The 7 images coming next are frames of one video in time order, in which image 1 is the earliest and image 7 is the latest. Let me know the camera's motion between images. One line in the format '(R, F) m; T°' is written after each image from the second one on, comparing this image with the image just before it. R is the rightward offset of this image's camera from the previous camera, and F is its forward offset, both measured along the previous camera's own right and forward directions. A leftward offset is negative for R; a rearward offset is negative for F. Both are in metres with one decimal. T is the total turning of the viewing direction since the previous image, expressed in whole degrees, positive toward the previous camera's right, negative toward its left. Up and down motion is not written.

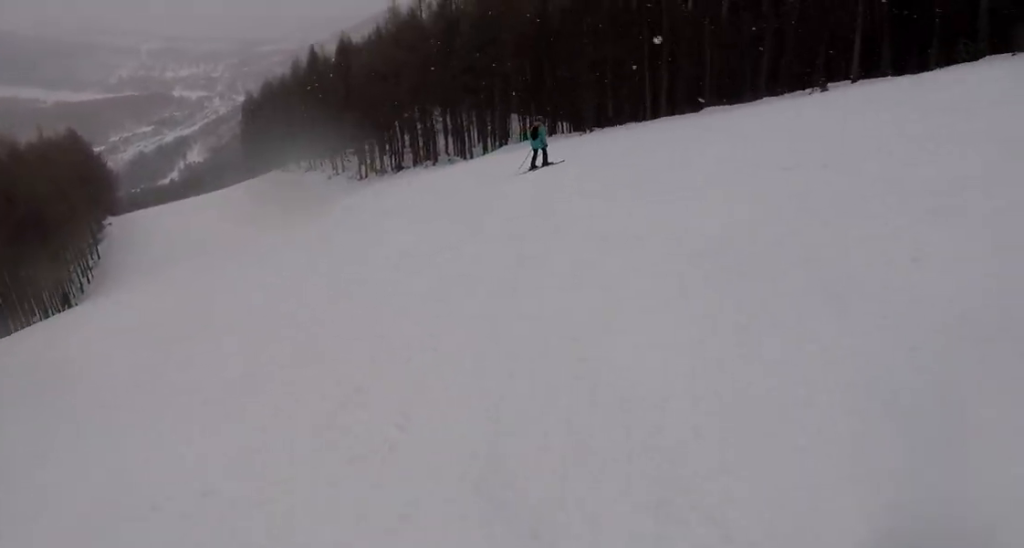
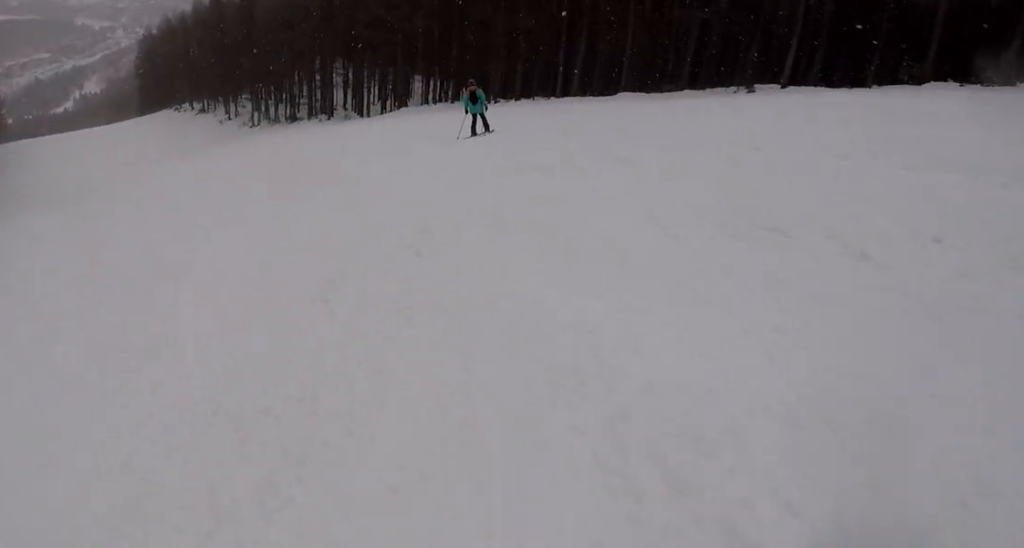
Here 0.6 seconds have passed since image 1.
(+0.3, +3.2) m; +7°
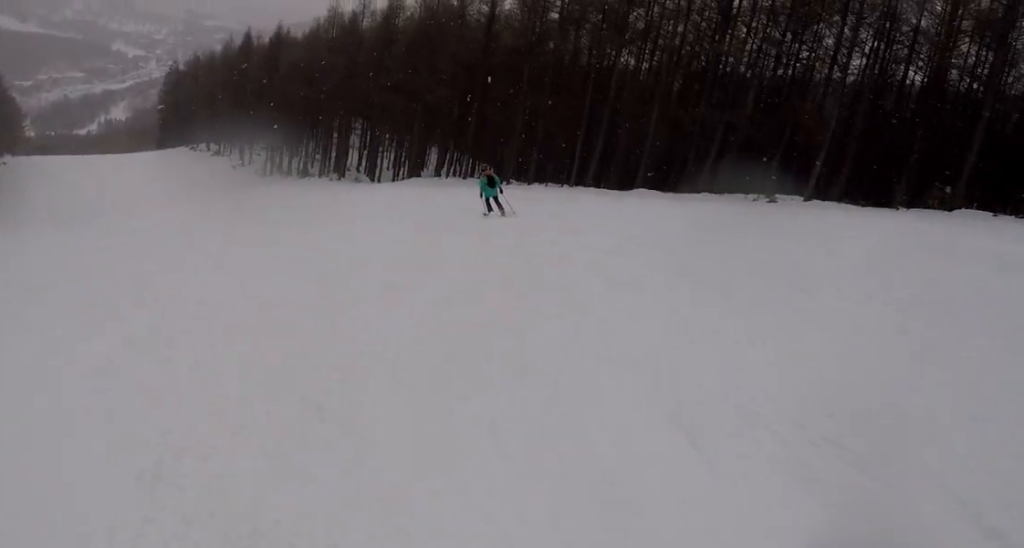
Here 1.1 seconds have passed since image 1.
(-0.2, +2.3) m; +1°
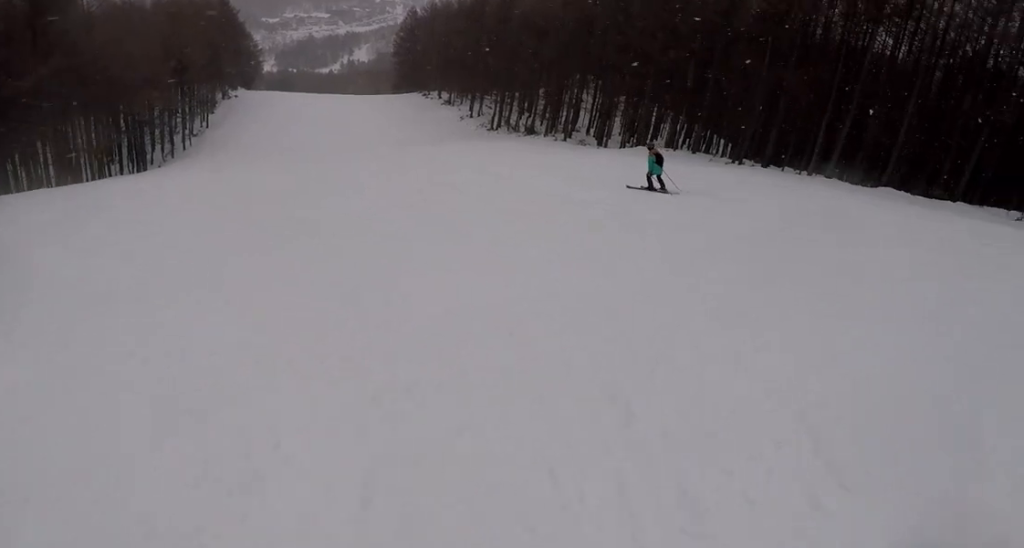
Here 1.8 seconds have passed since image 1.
(+0.3, +4.0) m; -11°
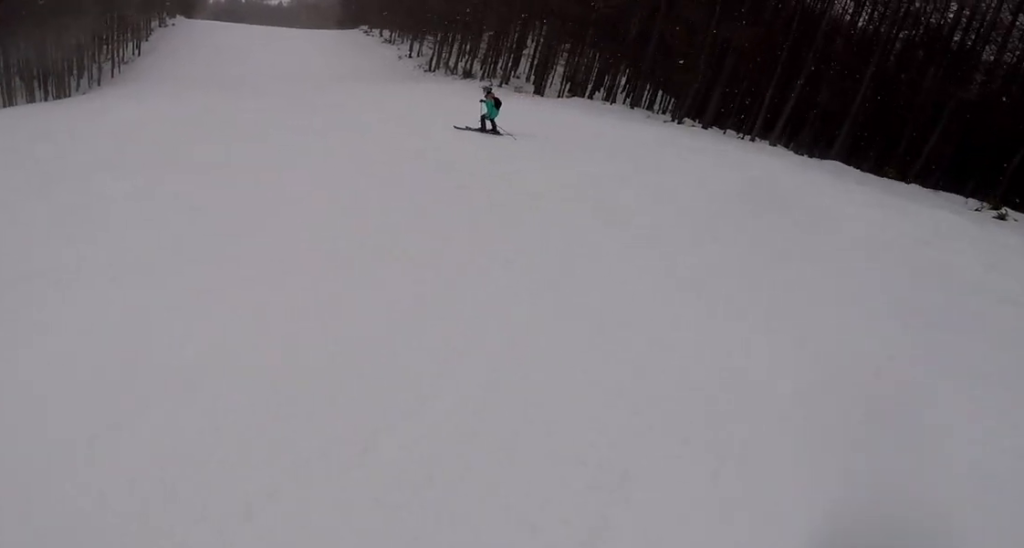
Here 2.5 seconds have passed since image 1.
(+0.2, +2.9) m; -15°
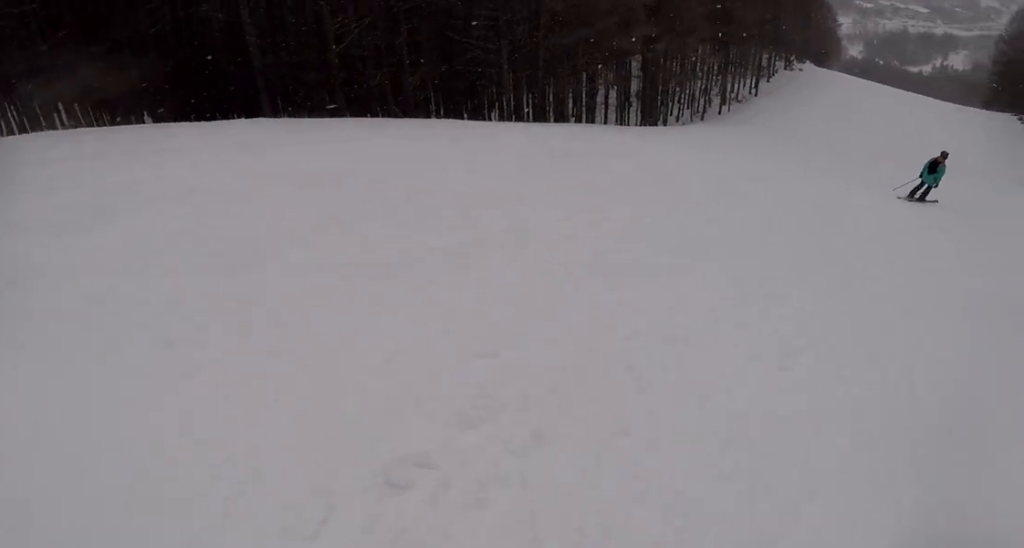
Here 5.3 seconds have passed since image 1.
(-7.7, +11.9) m; -30°
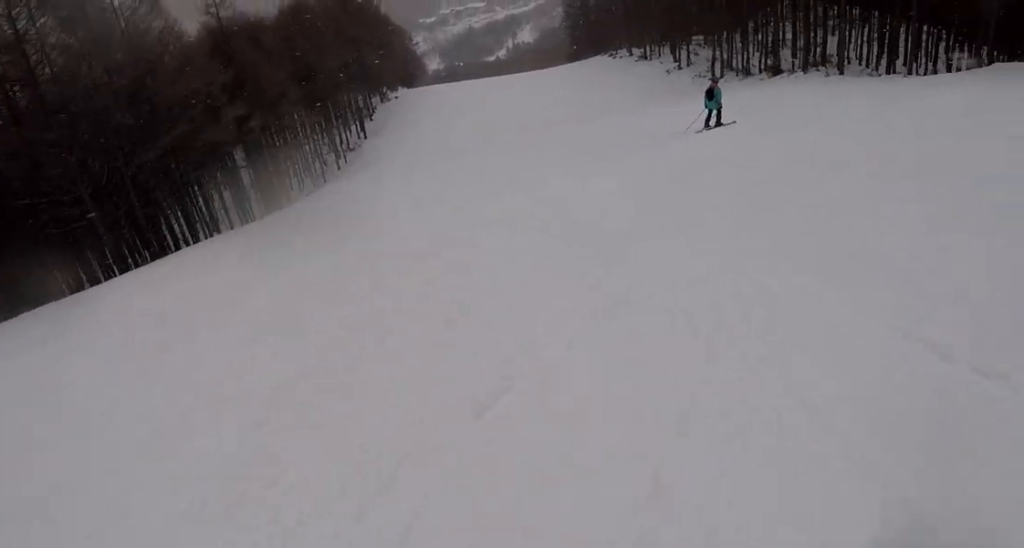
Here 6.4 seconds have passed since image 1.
(+0.8, +5.0) m; +20°
